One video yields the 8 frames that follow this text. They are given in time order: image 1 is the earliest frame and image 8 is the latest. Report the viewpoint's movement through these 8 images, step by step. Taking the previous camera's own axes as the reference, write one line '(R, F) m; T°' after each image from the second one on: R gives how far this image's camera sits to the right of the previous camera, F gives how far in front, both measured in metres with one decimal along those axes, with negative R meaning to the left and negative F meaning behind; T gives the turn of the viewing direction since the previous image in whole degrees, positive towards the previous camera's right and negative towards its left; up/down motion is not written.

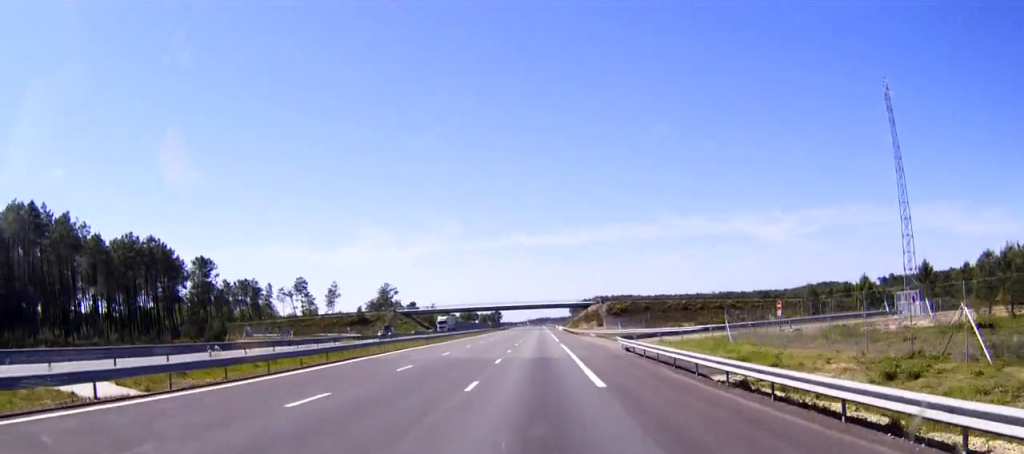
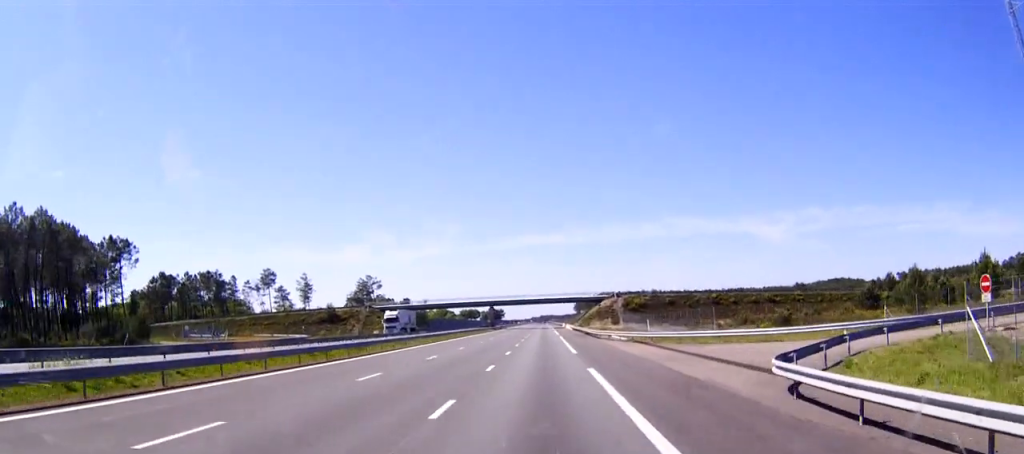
(0.0, +32.6) m; 0°
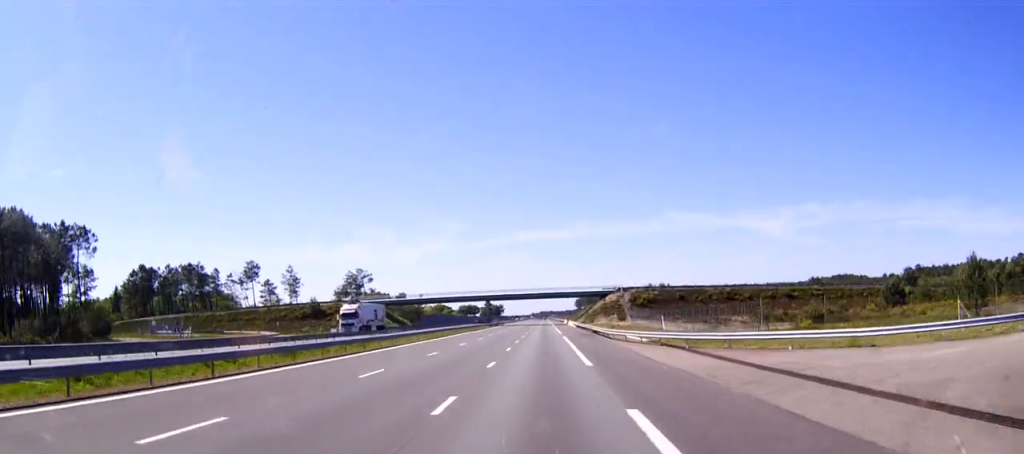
(-0.1, +12.7) m; 0°
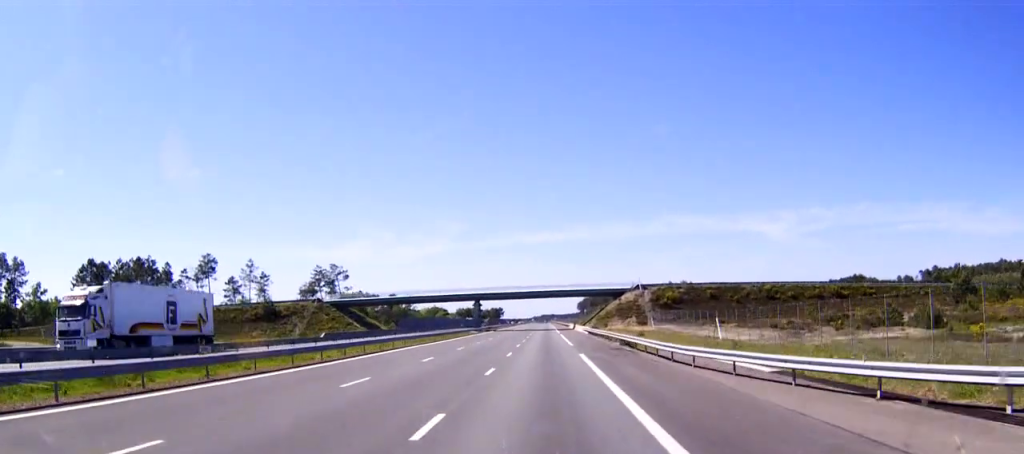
(-0.1, +28.6) m; 0°
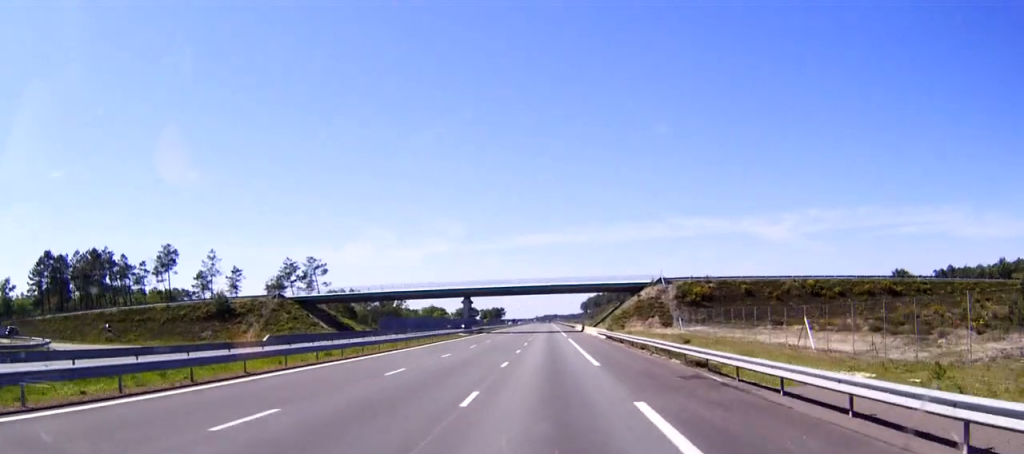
(0.0, +21.5) m; 0°
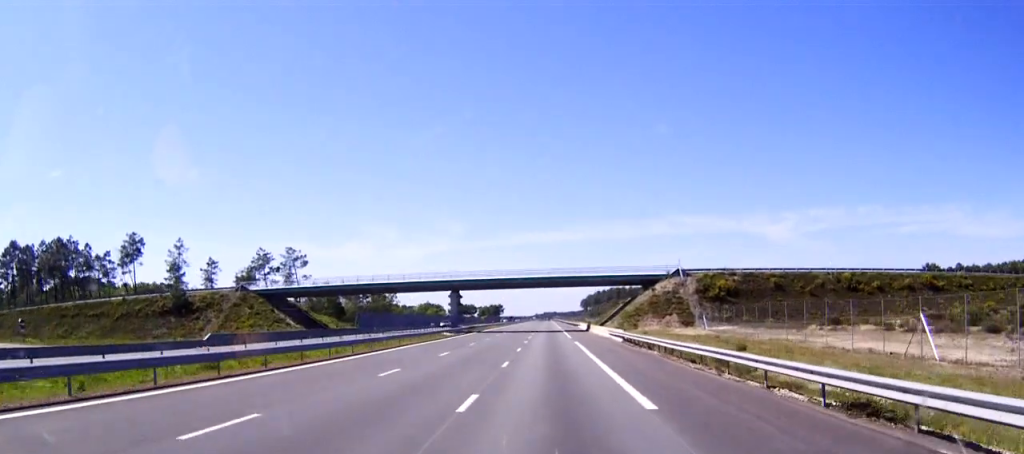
(0.0, +14.3) m; 0°
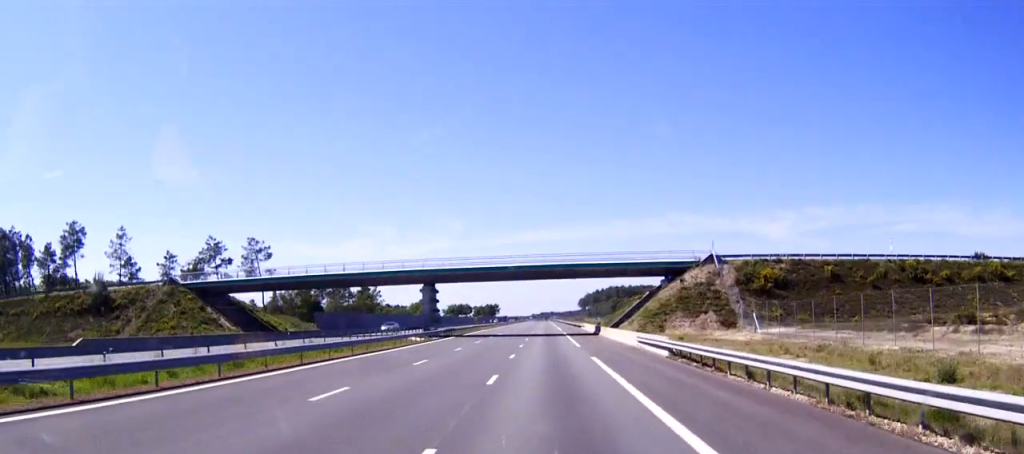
(0.0, +19.8) m; 0°
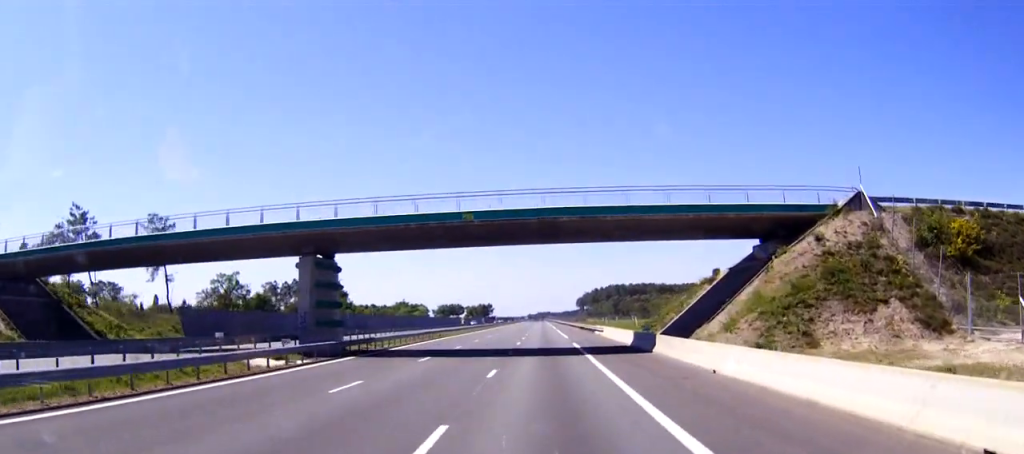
(0.0, +36.5) m; 0°
